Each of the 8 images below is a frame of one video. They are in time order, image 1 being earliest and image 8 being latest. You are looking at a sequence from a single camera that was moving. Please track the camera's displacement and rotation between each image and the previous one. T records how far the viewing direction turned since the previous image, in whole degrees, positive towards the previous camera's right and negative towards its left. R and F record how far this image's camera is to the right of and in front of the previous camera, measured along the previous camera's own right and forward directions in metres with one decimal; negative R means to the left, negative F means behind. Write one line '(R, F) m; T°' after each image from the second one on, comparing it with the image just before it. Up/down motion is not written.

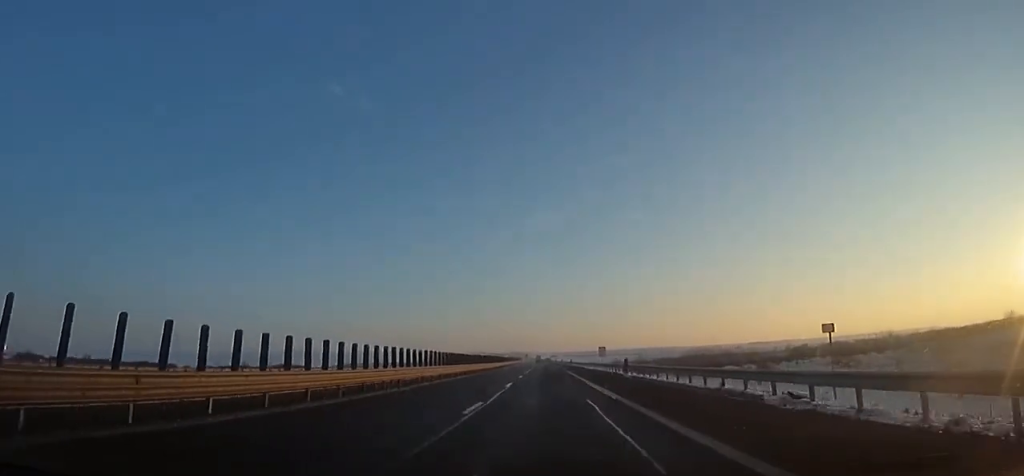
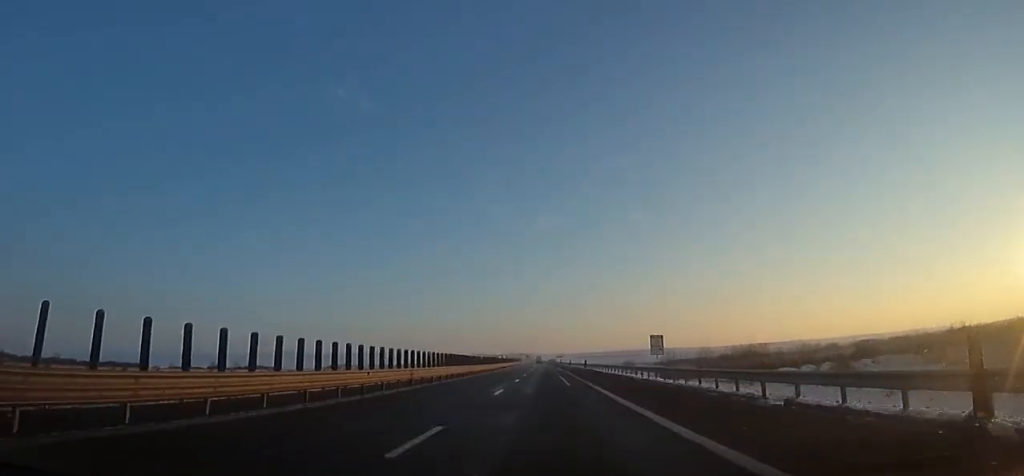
(0.0, +29.5) m; 0°
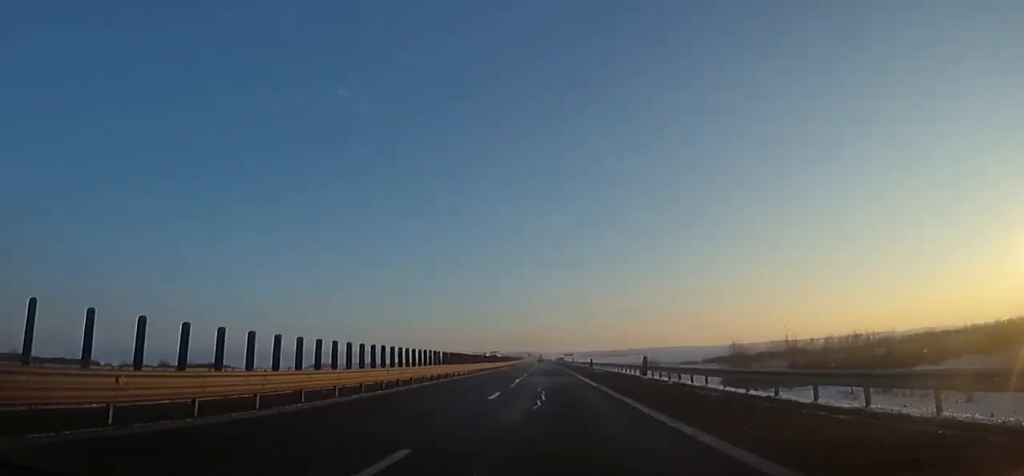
(+0.9, +39.0) m; -1°
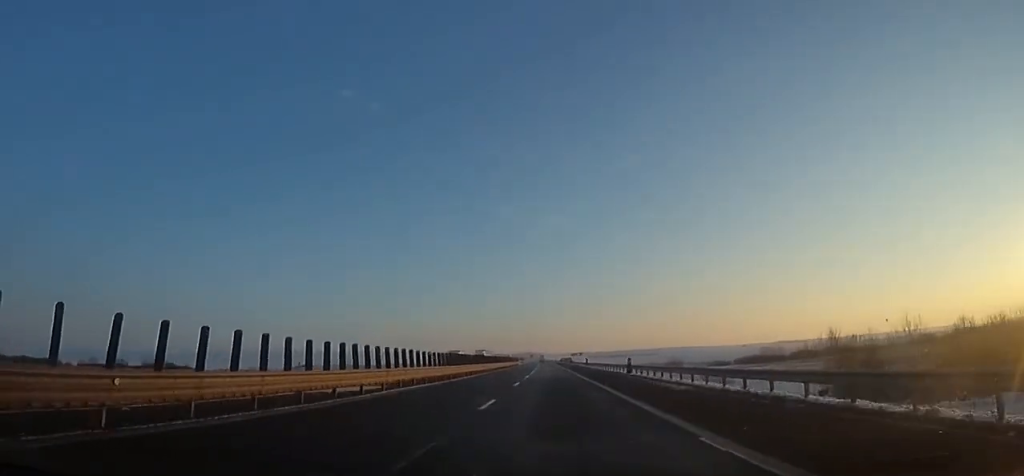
(-0.3, +27.3) m; -1°
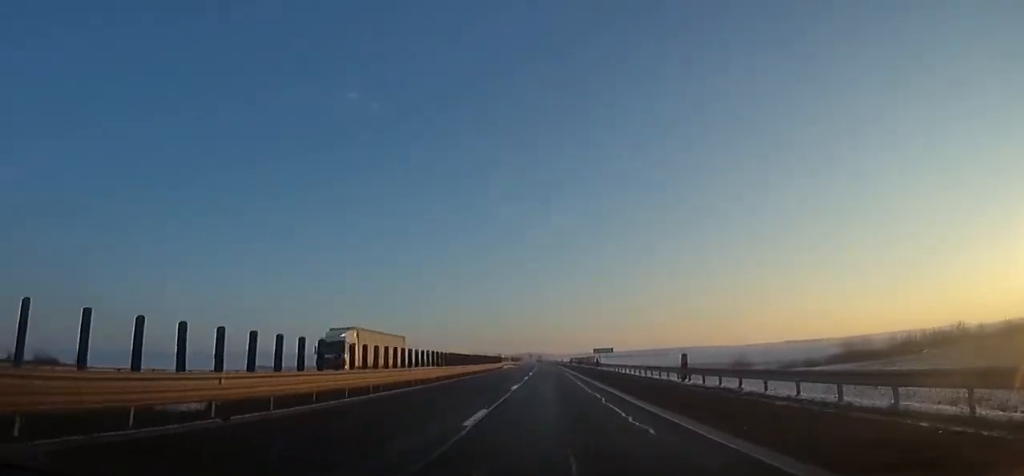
(-1.4, +51.3) m; -1°
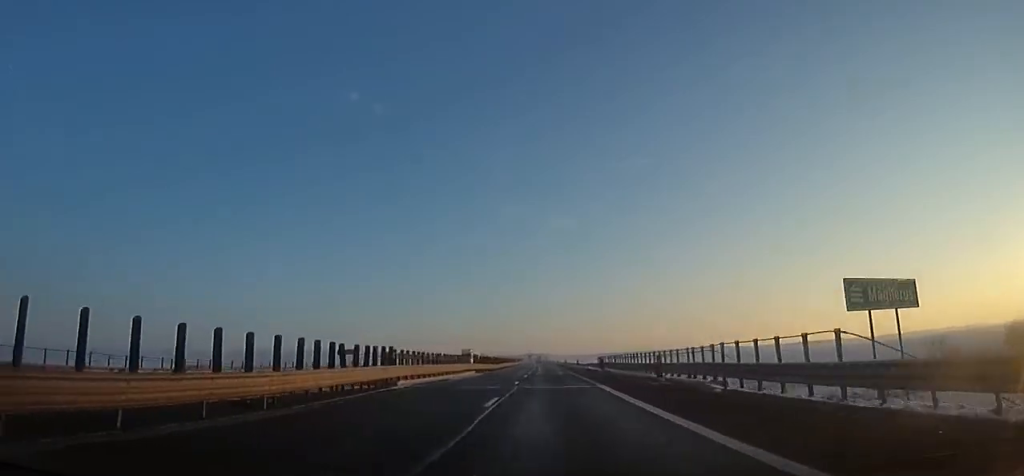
(+0.6, +56.1) m; 0°
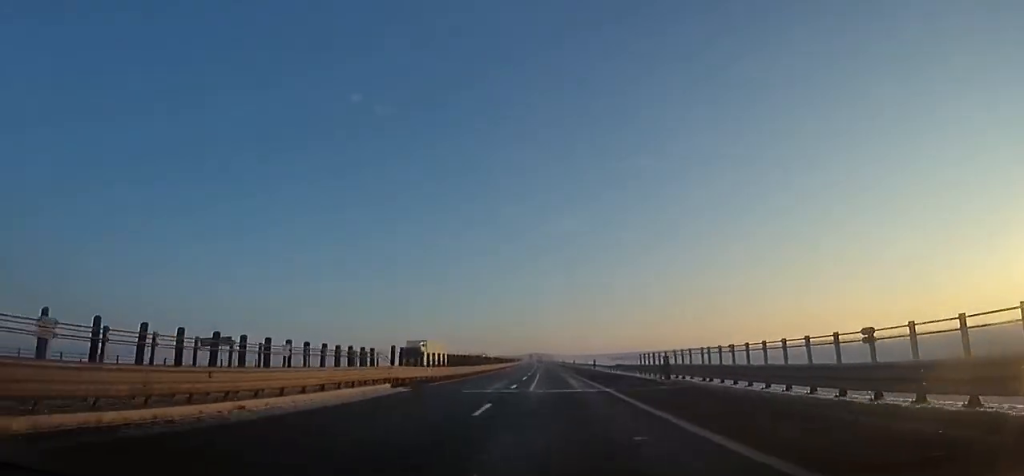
(-0.3, +26.1) m; 0°
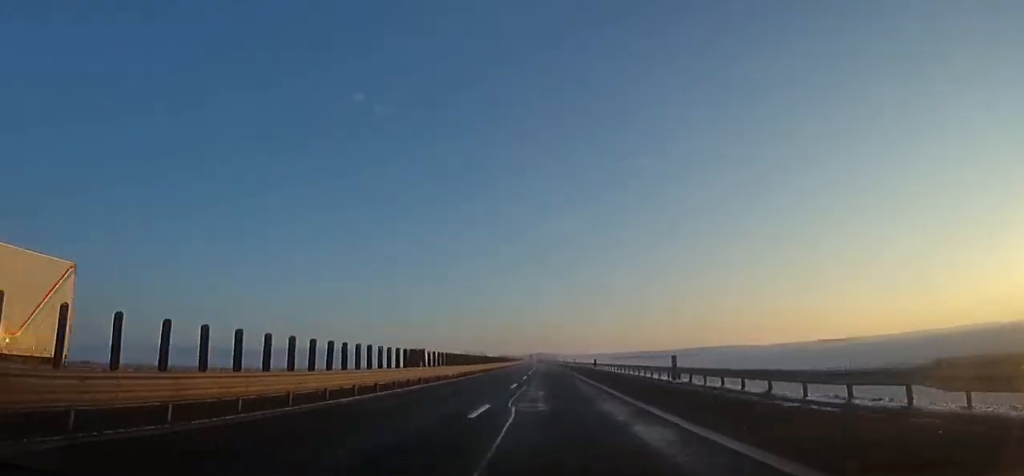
(-0.3, +36.5) m; 0°
